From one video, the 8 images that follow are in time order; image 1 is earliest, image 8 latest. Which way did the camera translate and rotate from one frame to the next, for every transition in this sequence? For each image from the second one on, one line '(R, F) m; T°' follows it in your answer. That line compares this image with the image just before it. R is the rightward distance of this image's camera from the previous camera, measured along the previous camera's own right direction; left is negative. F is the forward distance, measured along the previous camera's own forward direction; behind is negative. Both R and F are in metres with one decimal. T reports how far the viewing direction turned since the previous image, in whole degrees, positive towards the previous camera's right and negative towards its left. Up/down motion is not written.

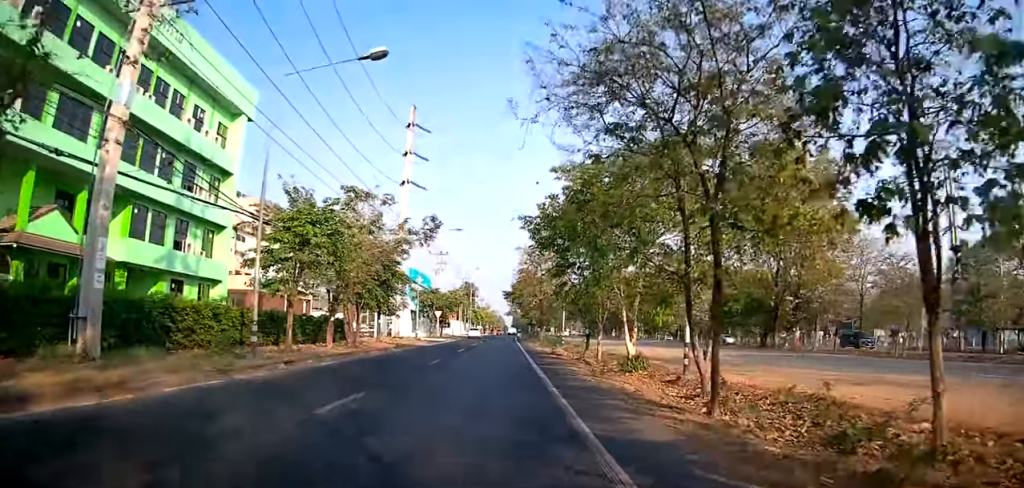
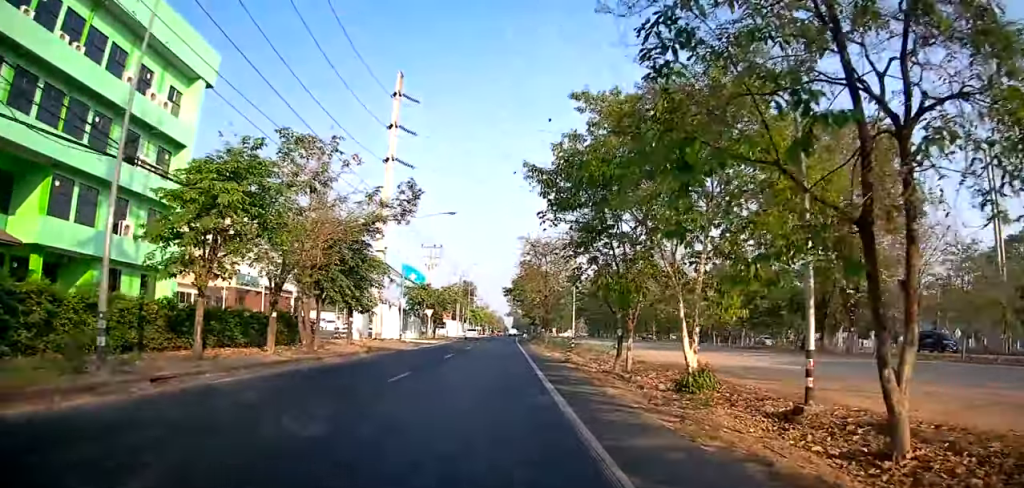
(+0.1, +6.9) m; +1°
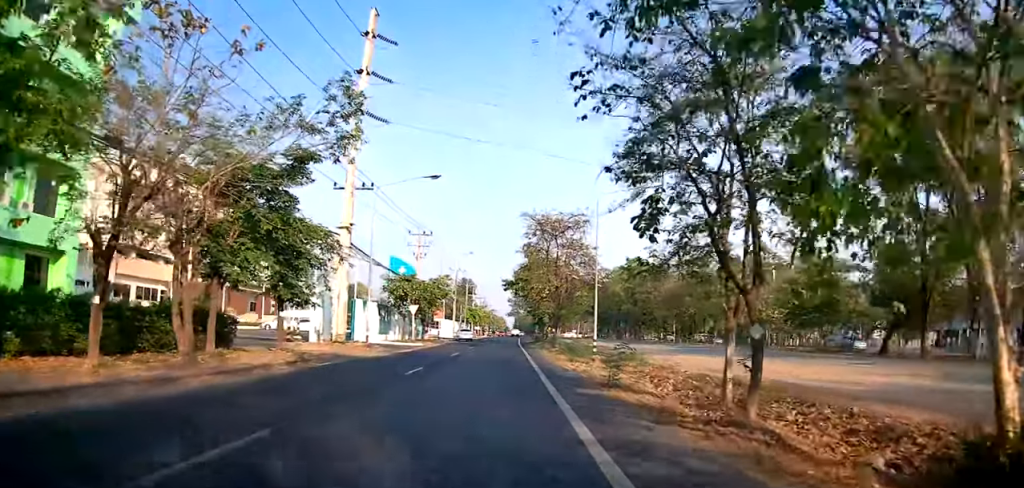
(+0.2, +9.5) m; +1°
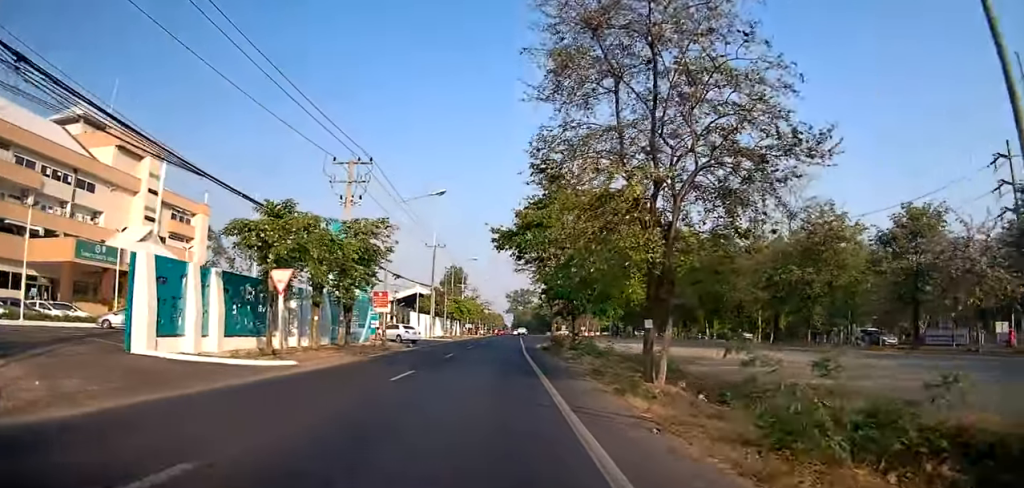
(-0.9, +26.1) m; -2°
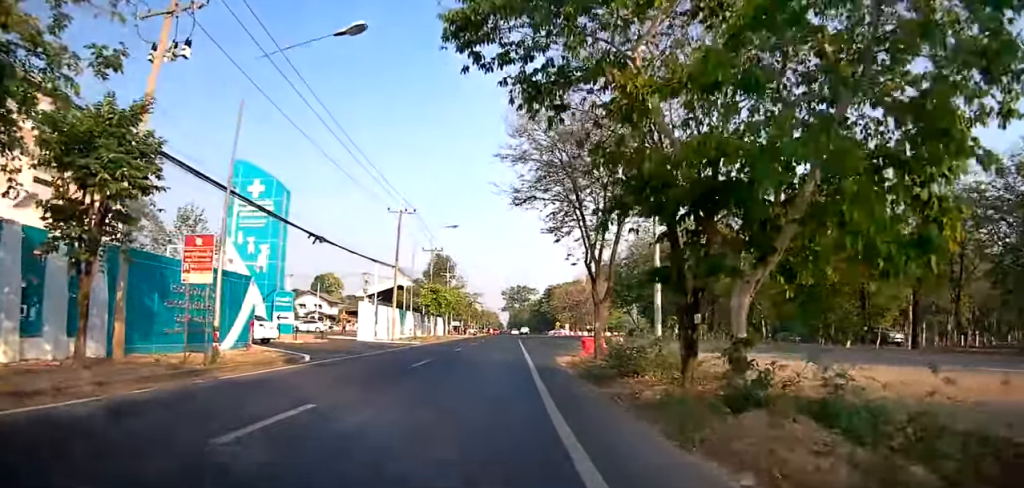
(+0.5, +19.9) m; +1°
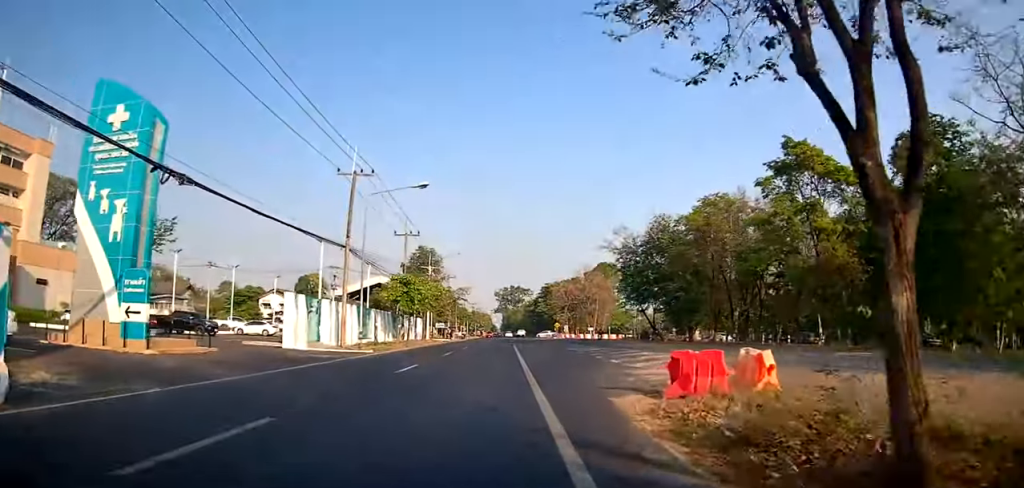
(-0.1, +13.3) m; +1°
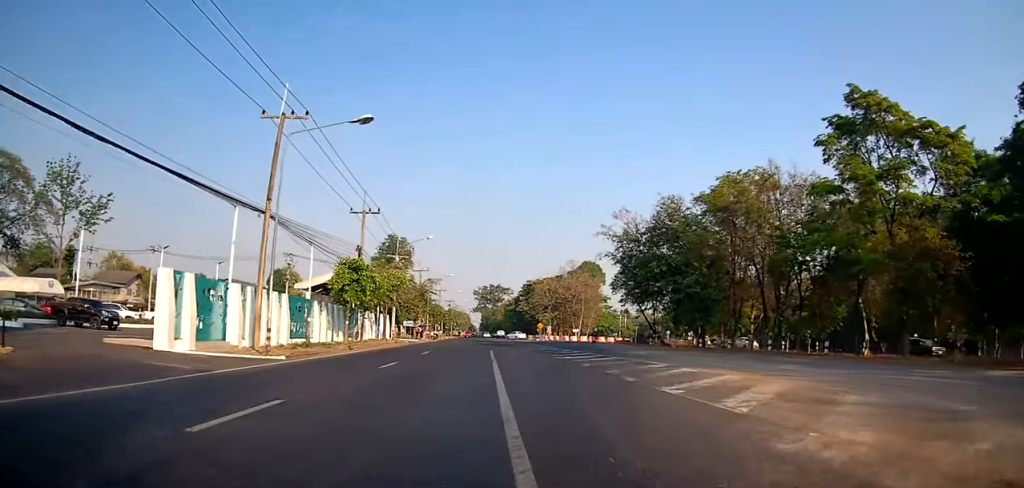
(+0.2, +10.2) m; +3°
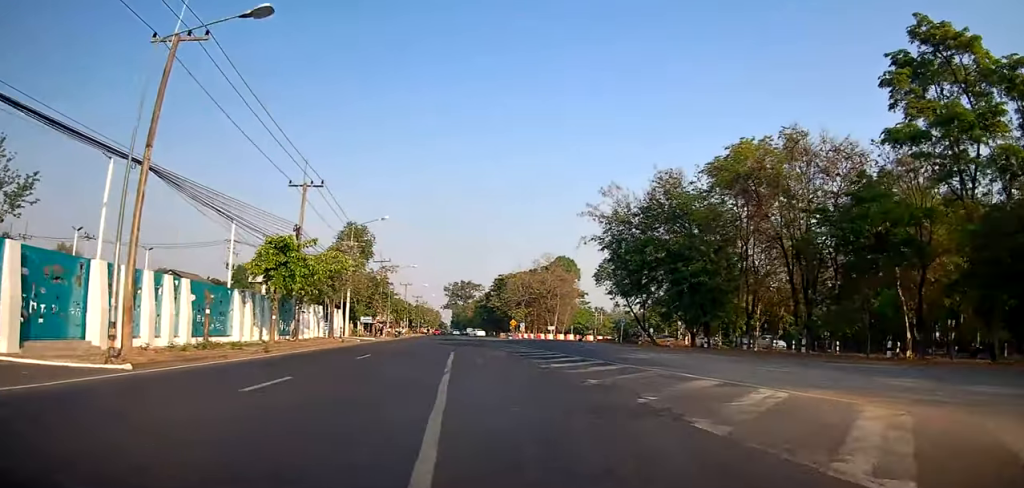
(+0.2, +7.8) m; +3°
